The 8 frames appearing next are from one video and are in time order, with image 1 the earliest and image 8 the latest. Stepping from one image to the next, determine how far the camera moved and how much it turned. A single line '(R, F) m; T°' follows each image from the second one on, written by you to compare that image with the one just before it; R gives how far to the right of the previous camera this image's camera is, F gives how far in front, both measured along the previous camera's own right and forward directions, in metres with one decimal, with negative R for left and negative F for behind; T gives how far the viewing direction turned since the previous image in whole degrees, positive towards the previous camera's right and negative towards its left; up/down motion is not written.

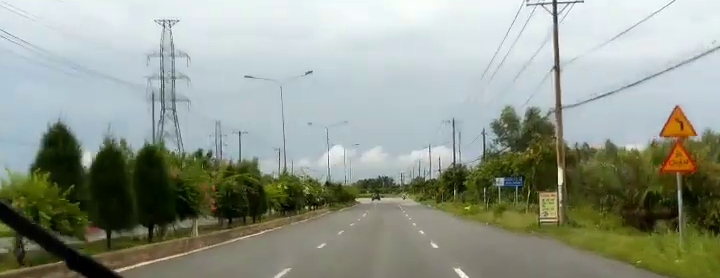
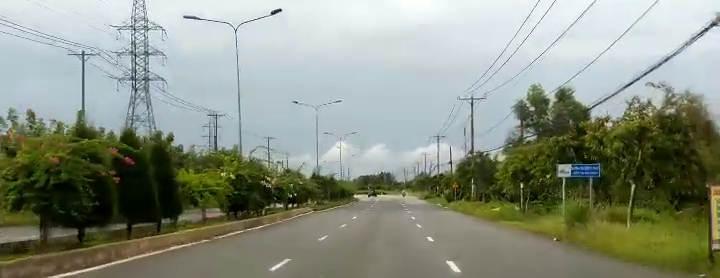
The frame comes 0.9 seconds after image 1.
(-0.6, +16.1) m; -1°
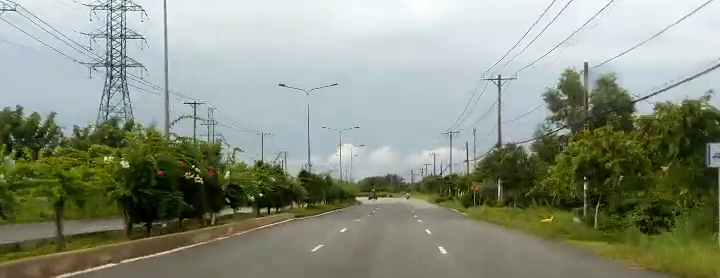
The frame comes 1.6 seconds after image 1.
(+0.2, +12.8) m; +1°
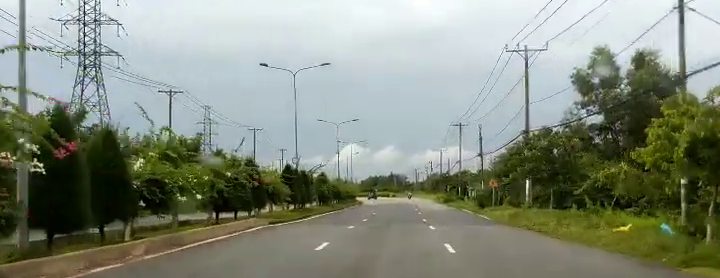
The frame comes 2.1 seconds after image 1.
(+0.1, +9.6) m; -1°
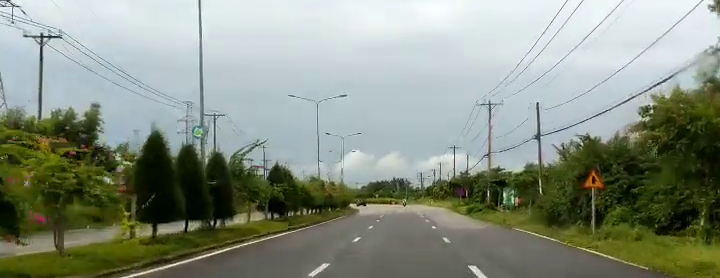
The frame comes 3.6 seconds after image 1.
(-0.8, +26.1) m; -1°
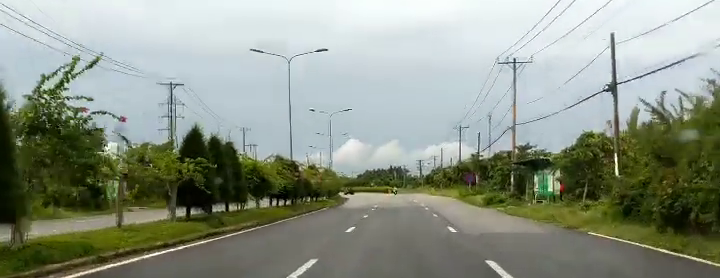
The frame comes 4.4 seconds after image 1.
(+0.5, +15.0) m; +2°
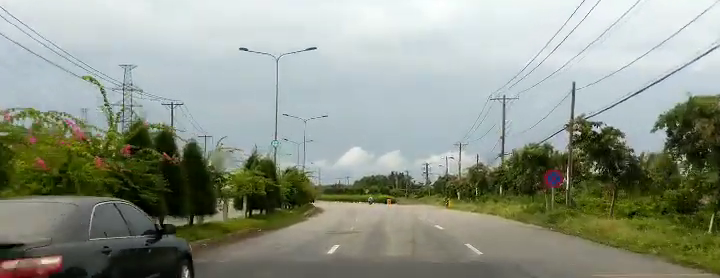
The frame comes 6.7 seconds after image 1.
(-0.5, +38.5) m; -1°
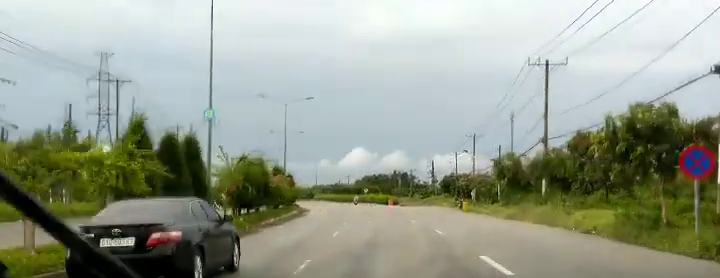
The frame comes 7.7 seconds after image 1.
(+0.5, +16.3) m; 0°
